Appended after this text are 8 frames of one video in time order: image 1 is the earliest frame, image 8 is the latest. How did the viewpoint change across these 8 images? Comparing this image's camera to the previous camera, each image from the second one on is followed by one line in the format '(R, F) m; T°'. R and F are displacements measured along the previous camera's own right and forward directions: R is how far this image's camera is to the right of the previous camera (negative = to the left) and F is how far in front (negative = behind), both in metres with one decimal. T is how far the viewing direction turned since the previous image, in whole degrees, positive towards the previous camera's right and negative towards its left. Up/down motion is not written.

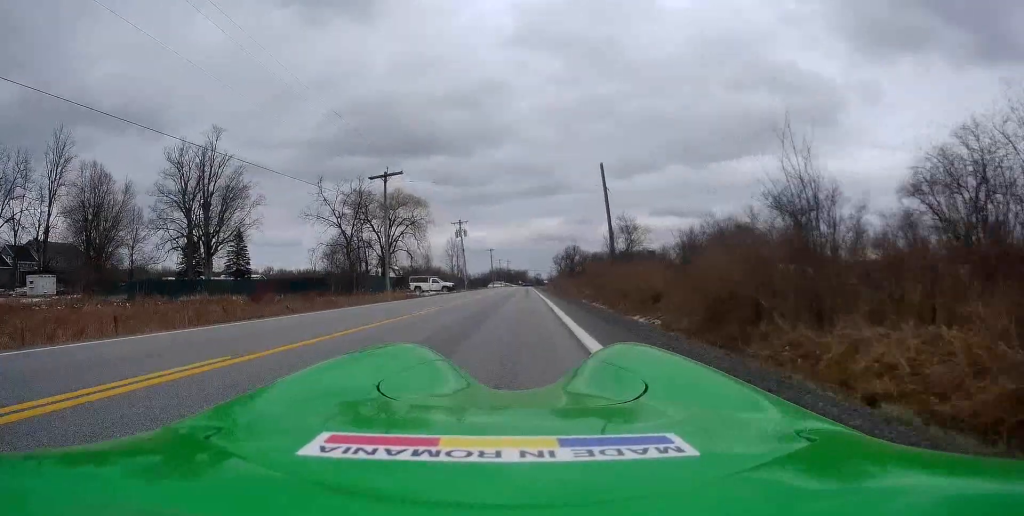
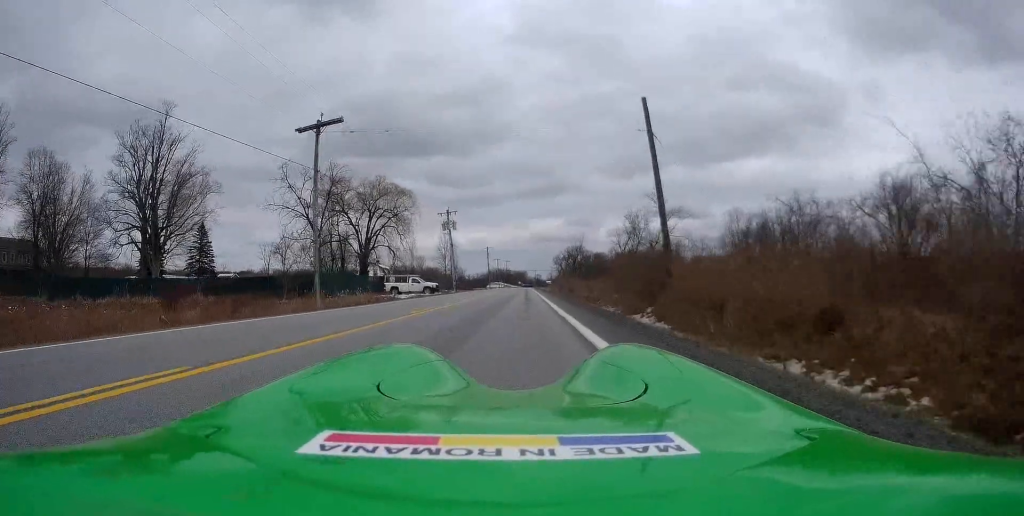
(-0.3, +12.7) m; -1°
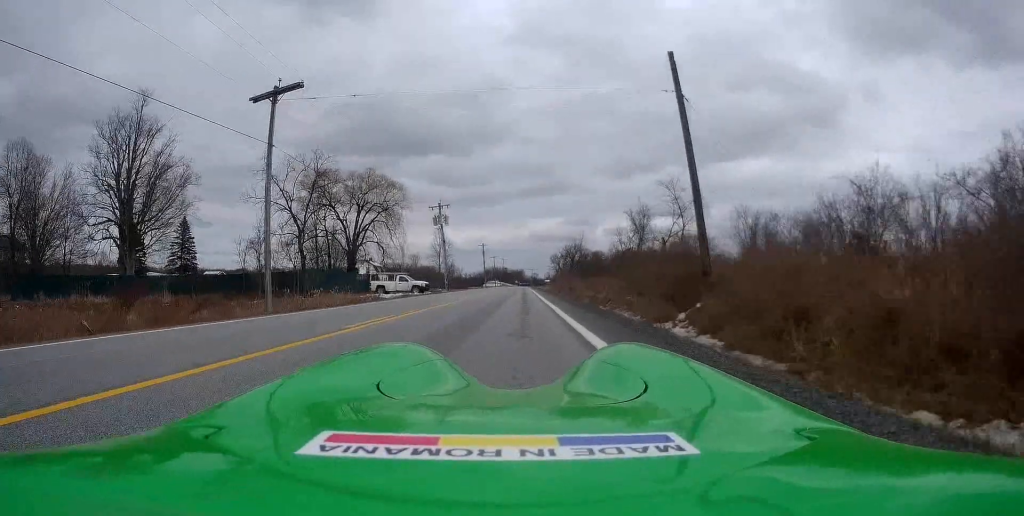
(-0.1, +4.9) m; +1°
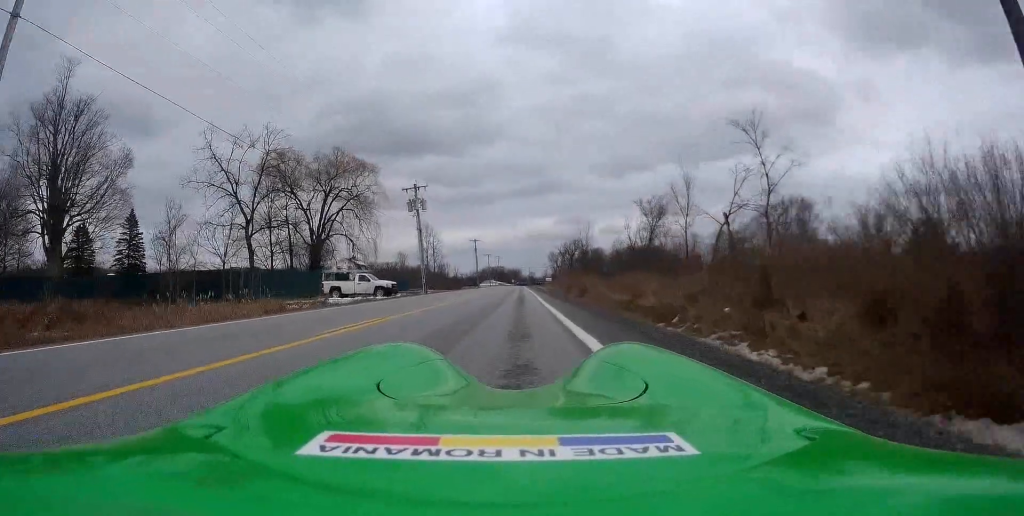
(+0.4, +12.4) m; +1°
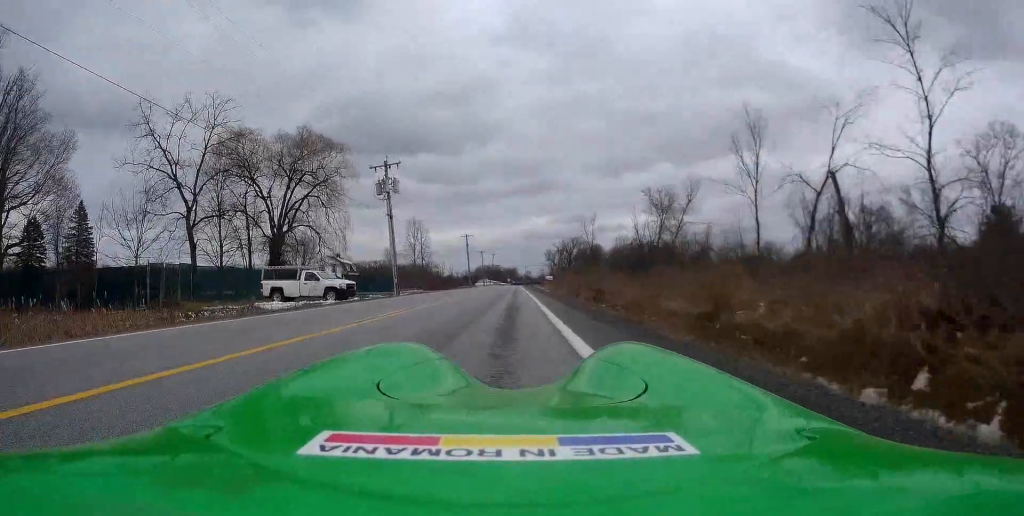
(-0.2, +9.9) m; 0°
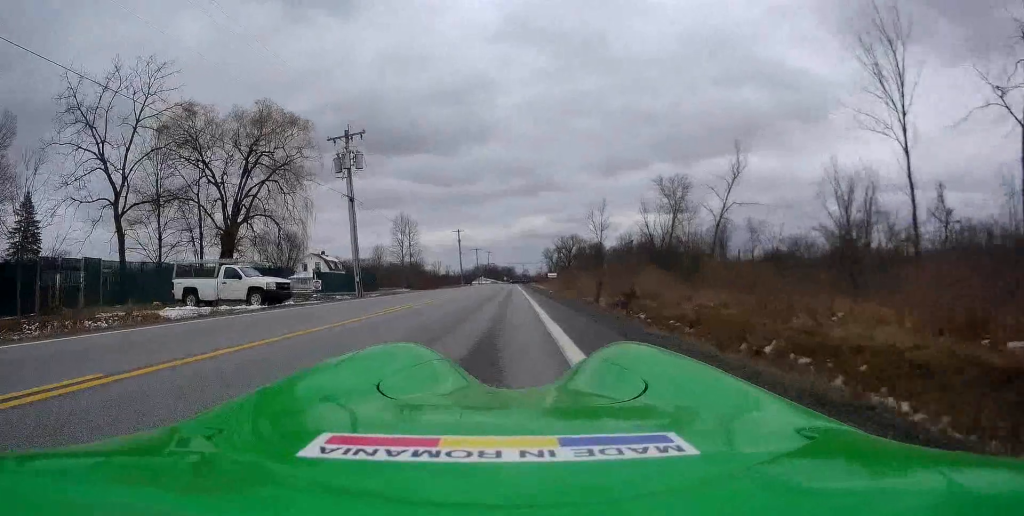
(0.0, +9.1) m; 0°
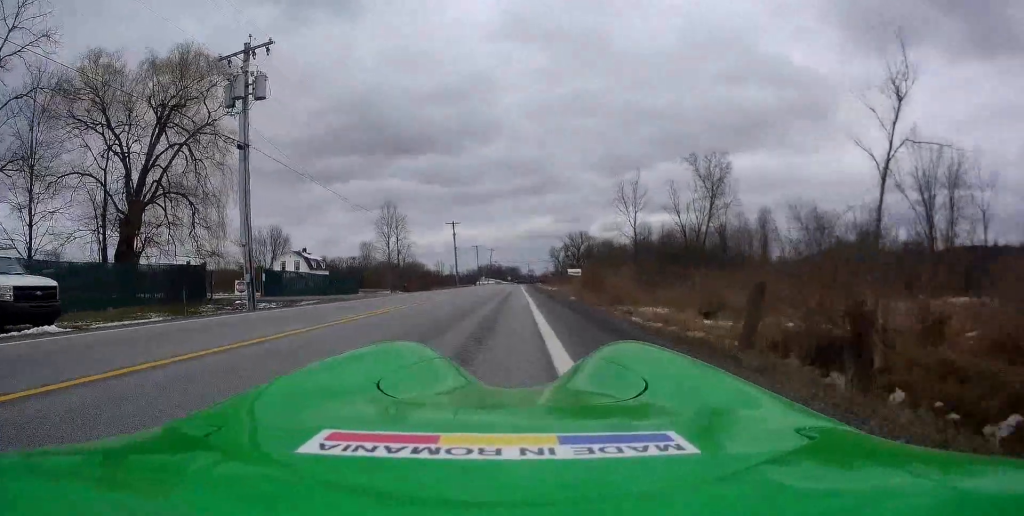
(-0.1, +14.4) m; 0°
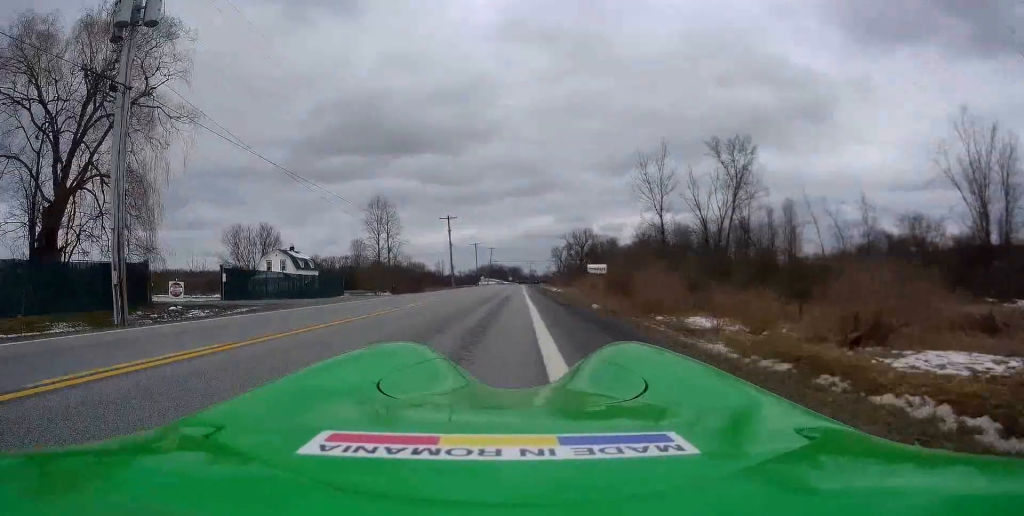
(0.0, +7.2) m; +1°
